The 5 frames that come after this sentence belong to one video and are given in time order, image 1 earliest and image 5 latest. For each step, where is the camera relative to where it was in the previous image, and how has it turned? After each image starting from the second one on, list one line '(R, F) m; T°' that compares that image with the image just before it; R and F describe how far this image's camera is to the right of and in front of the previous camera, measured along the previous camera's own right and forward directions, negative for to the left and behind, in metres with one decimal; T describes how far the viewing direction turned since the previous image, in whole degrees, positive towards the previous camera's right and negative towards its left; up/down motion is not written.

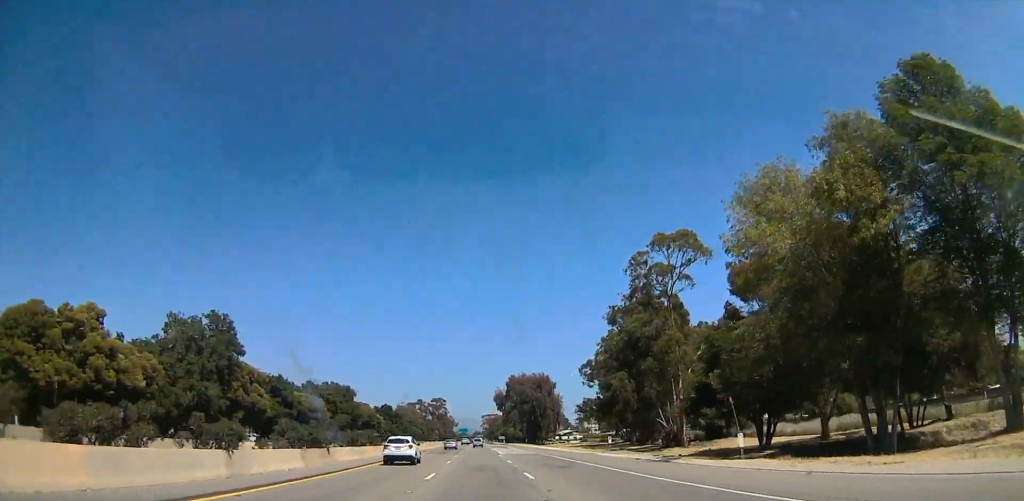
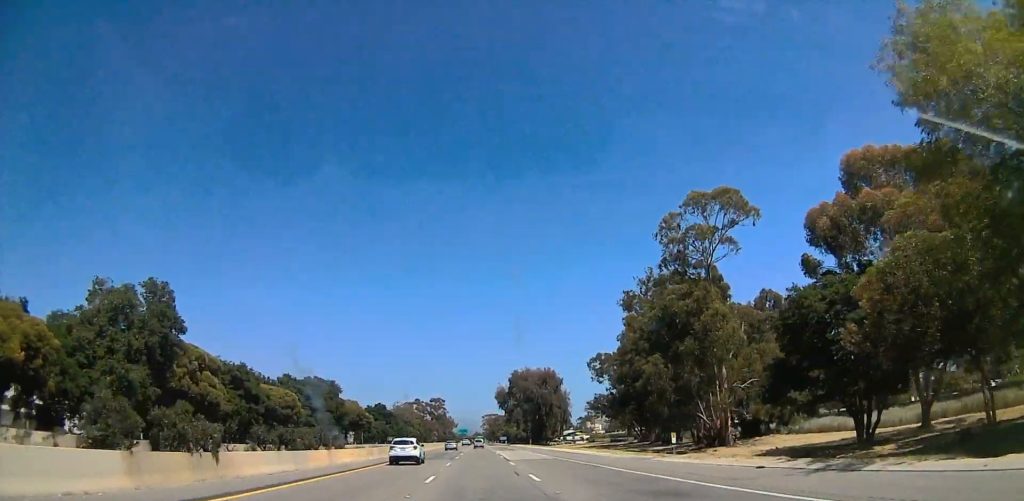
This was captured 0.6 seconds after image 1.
(0.0, +16.1) m; 0°
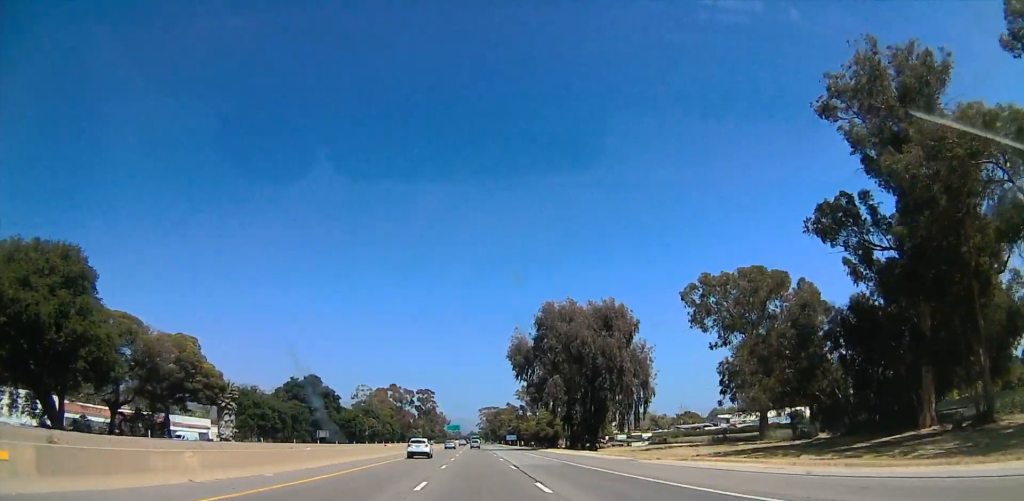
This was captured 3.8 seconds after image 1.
(+0.7, +92.3) m; +2°
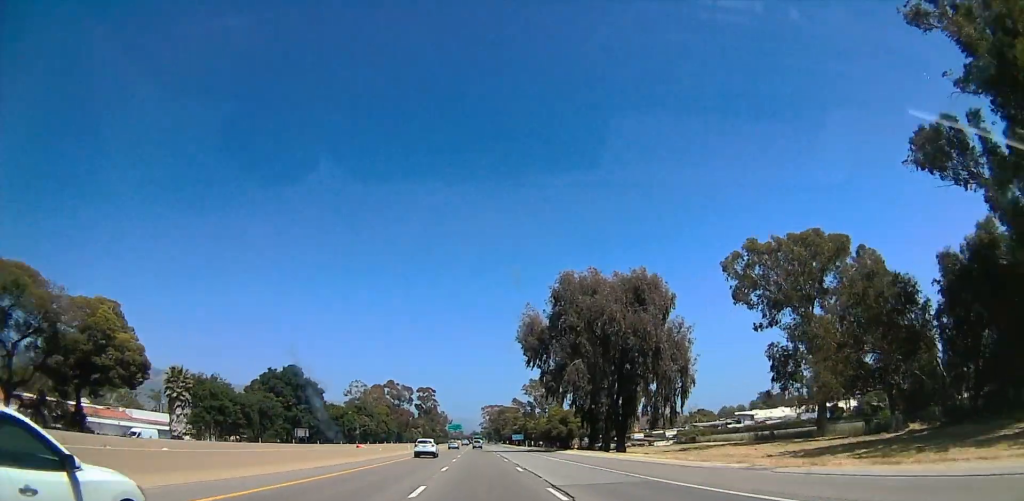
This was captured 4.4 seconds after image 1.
(+0.3, +17.4) m; +1°
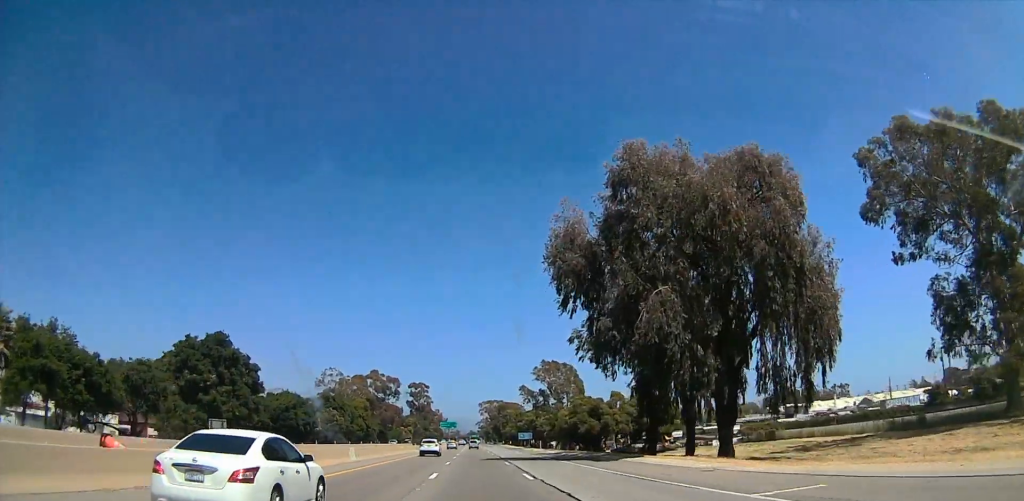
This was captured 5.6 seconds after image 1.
(-0.2, +35.3) m; -4°
